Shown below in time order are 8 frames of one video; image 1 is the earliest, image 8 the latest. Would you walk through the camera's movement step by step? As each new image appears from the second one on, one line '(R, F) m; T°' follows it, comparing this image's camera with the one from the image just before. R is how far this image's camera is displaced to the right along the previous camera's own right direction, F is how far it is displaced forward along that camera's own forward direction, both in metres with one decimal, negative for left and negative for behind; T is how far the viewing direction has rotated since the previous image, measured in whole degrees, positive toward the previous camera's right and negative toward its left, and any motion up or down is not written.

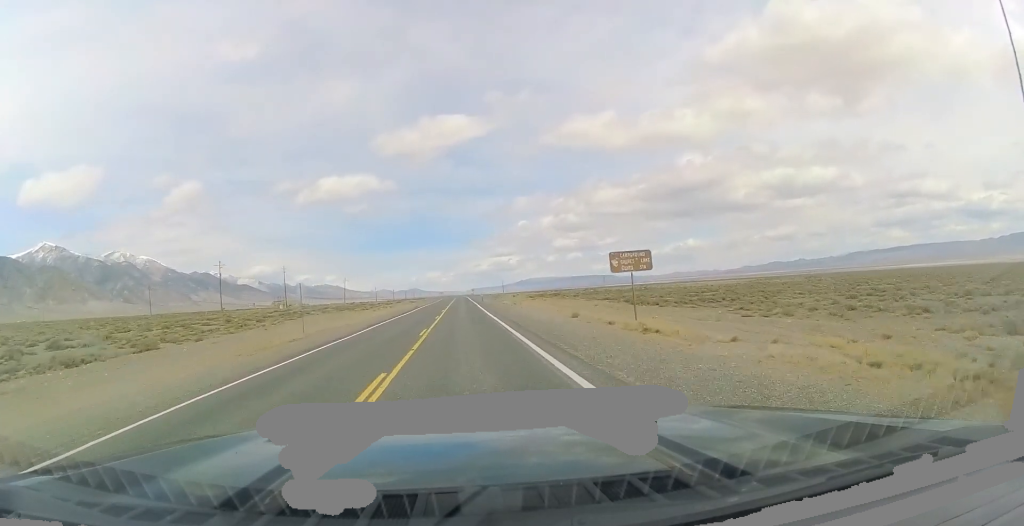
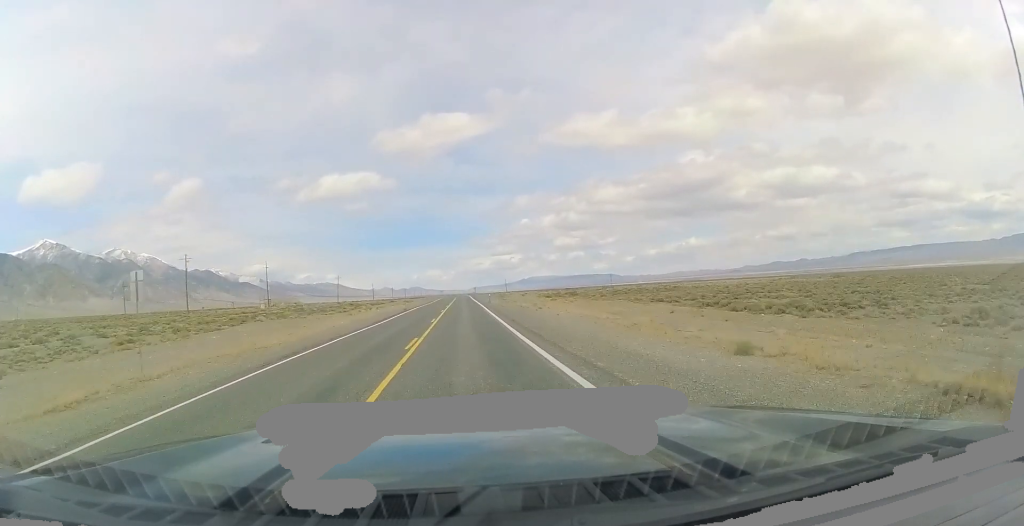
(+0.3, +18.8) m; +1°
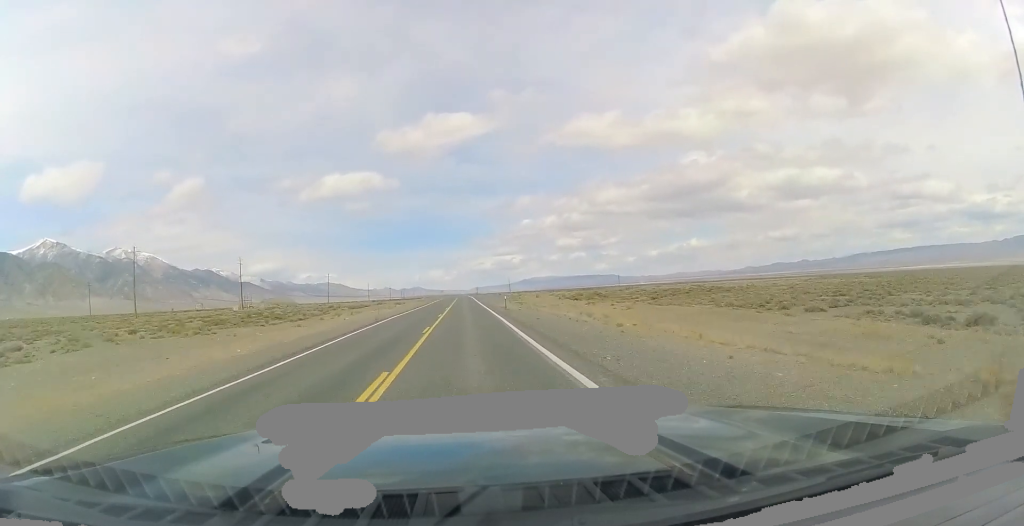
(+0.2, +21.6) m; +1°
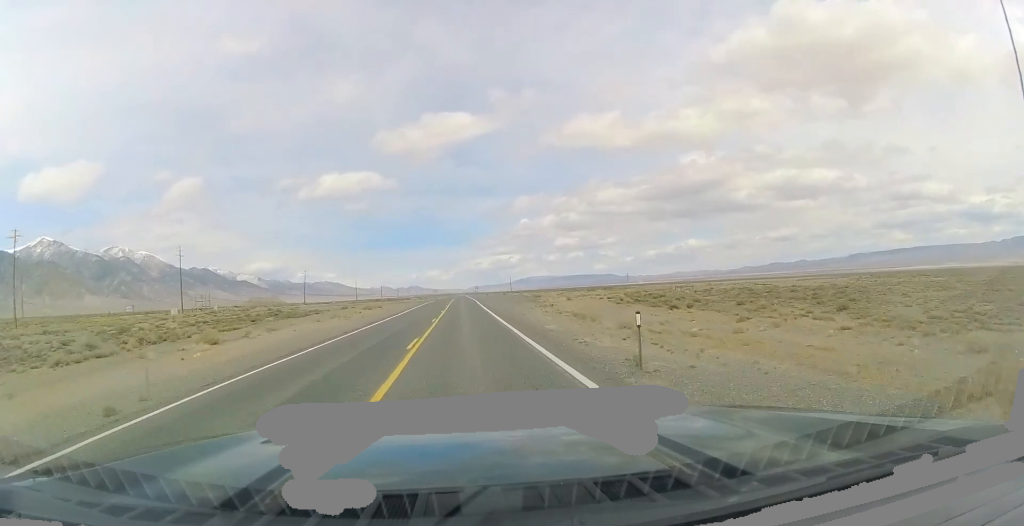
(+0.1, +32.8) m; 0°
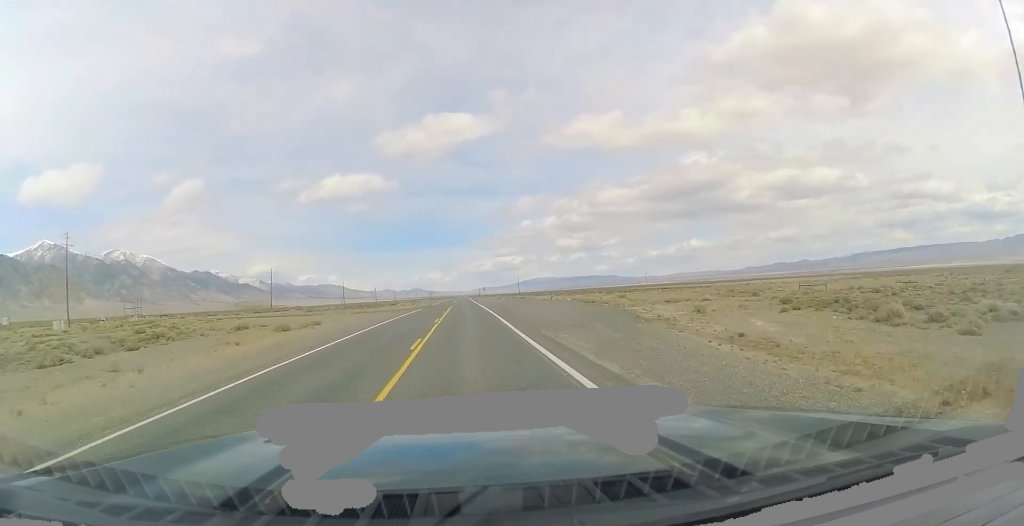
(-0.4, +39.7) m; -1°
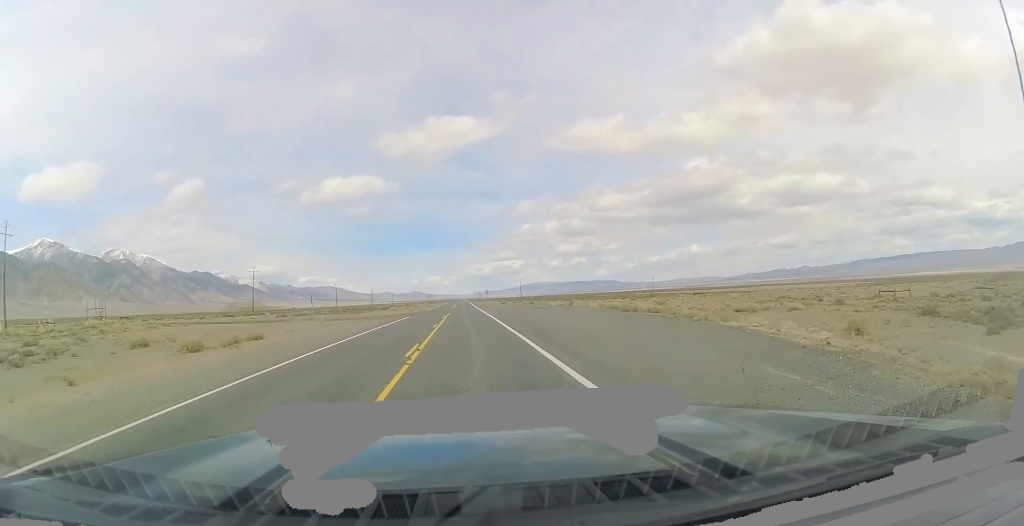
(0.0, +15.2) m; 0°
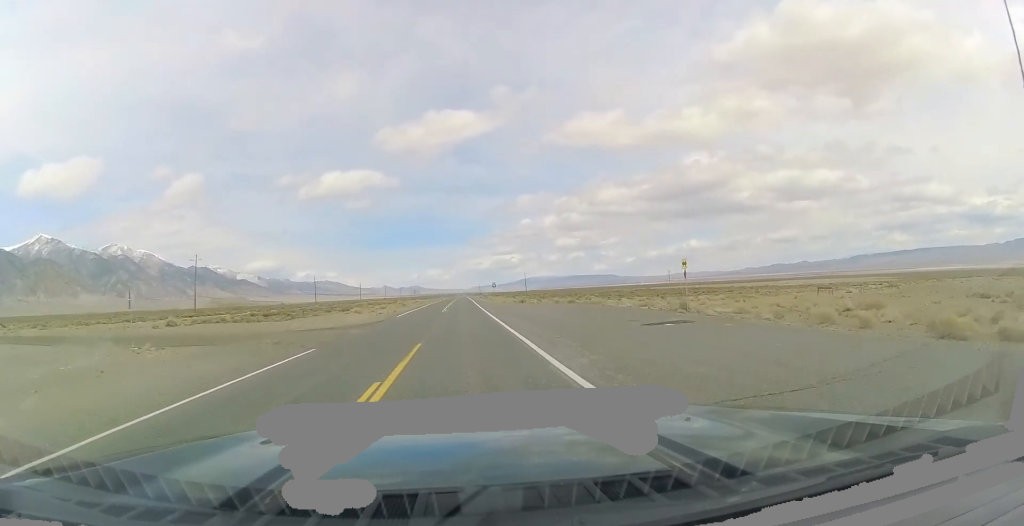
(+0.2, +35.5) m; +1°
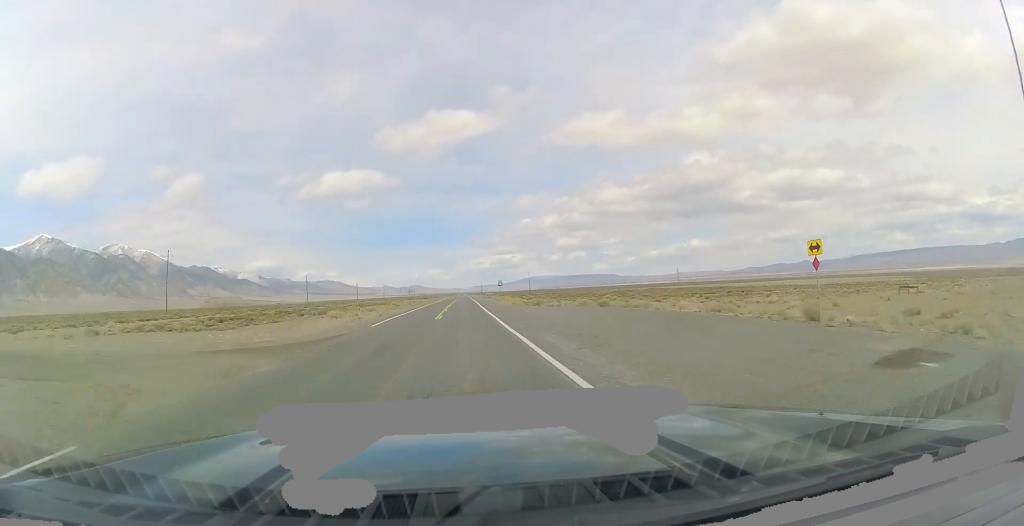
(+0.1, +13.6) m; 0°
